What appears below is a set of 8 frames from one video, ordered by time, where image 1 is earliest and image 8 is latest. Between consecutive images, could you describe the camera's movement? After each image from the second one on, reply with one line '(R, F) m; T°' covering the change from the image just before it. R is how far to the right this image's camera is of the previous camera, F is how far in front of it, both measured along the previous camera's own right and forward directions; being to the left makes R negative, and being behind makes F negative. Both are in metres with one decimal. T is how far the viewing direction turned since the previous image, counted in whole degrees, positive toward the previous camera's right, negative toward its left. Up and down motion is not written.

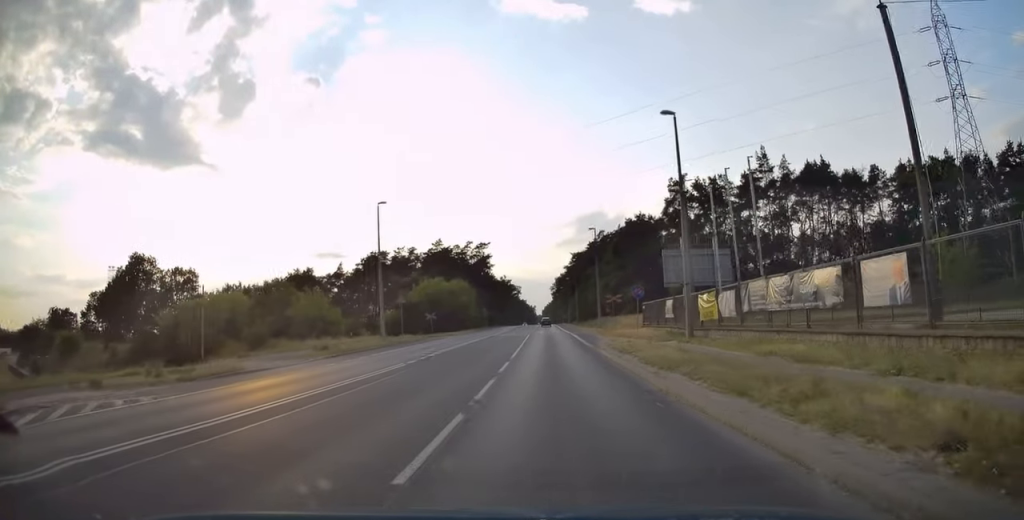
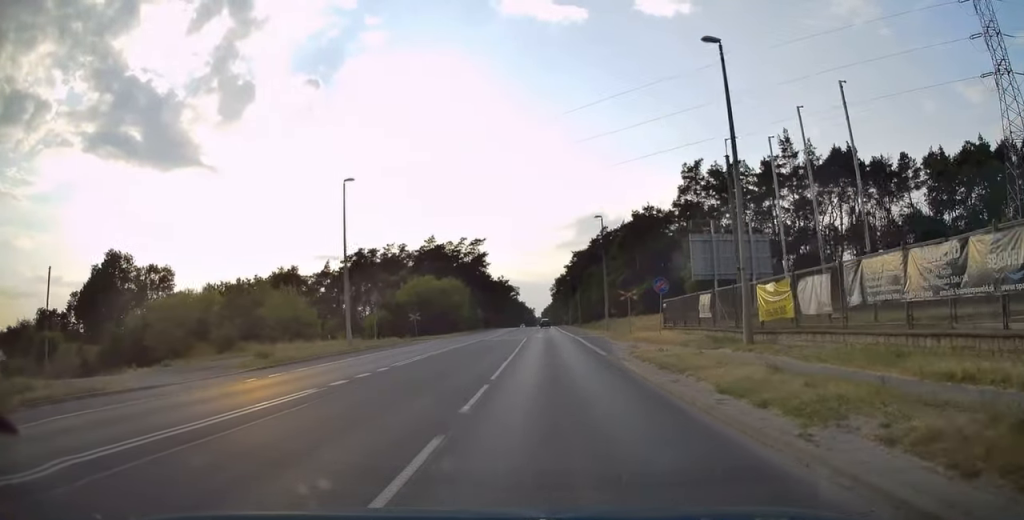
(0.0, +8.0) m; 0°
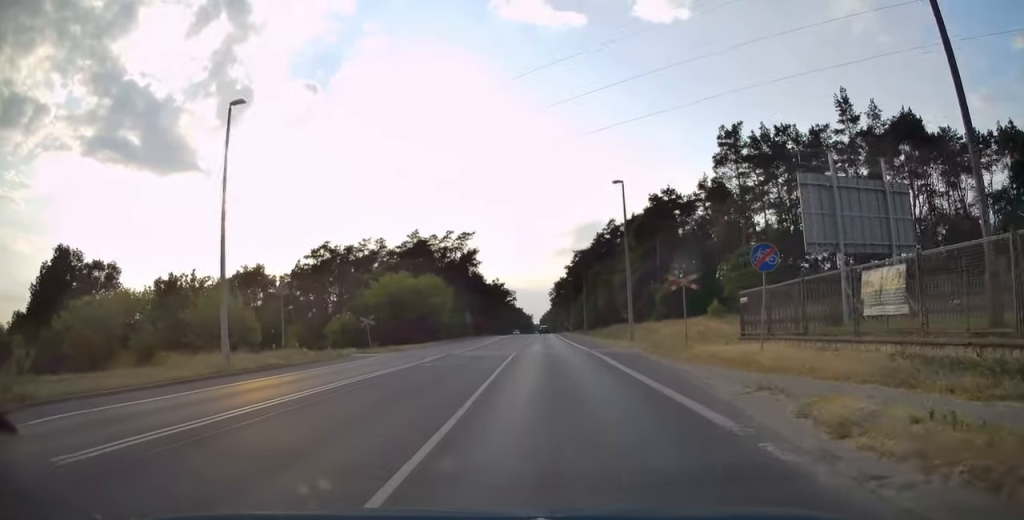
(0.0, +15.1) m; -1°
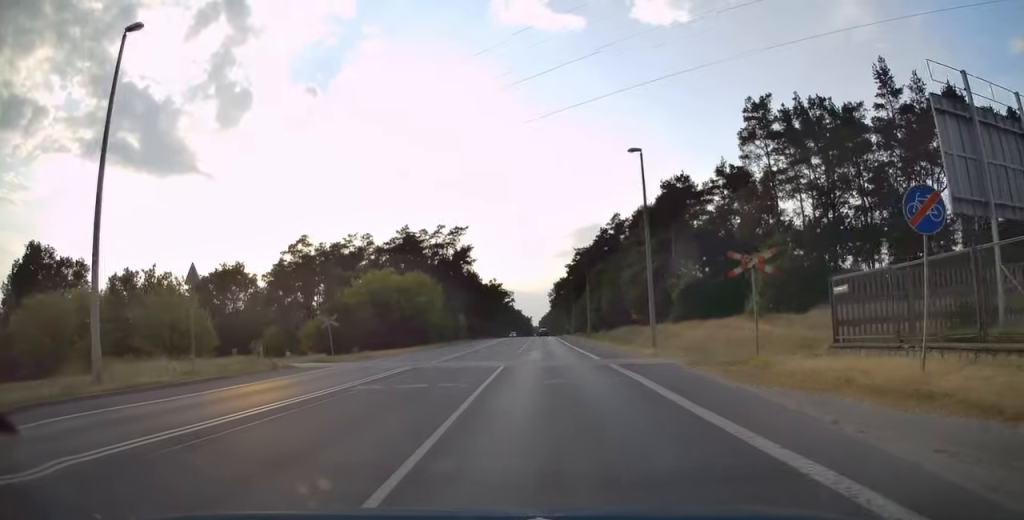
(-0.1, +7.6) m; 0°
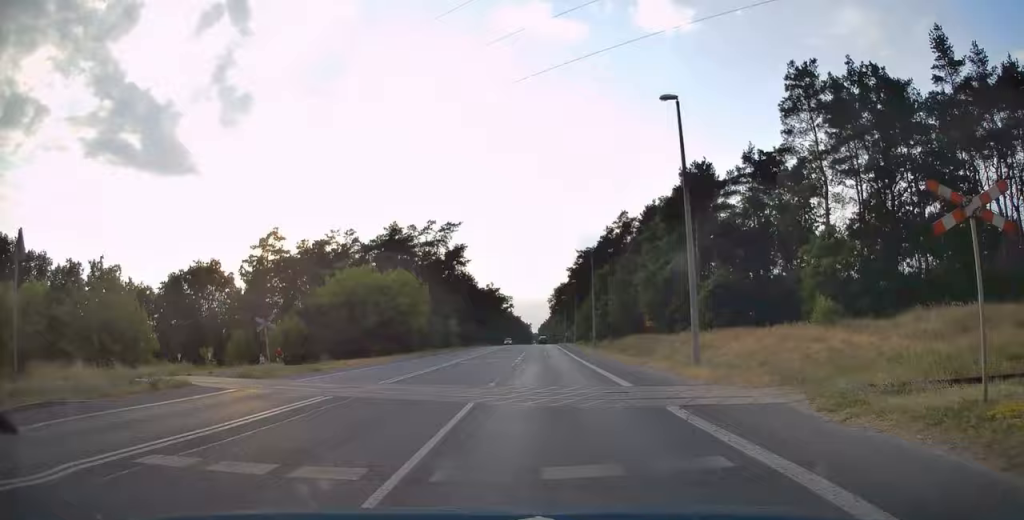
(-0.1, +8.4) m; 0°
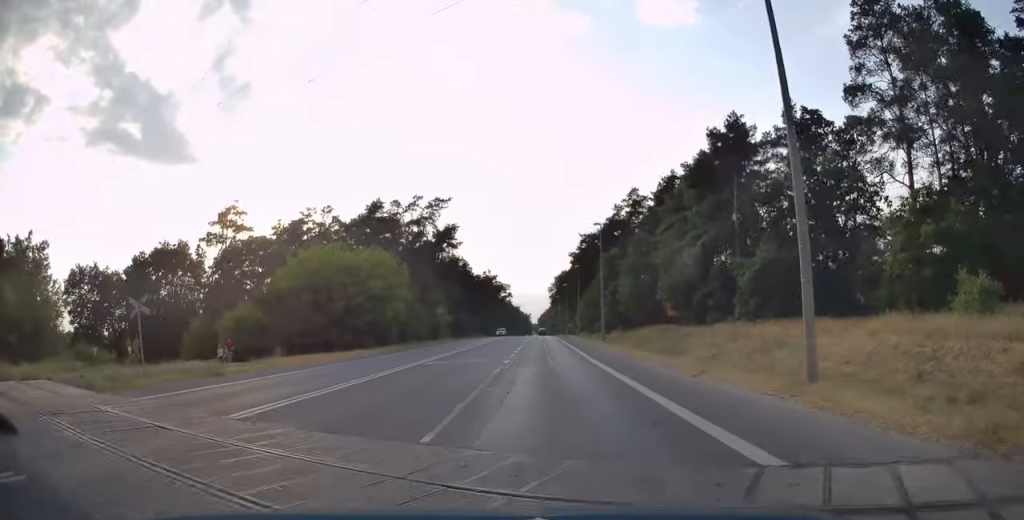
(+0.1, +9.5) m; 0°
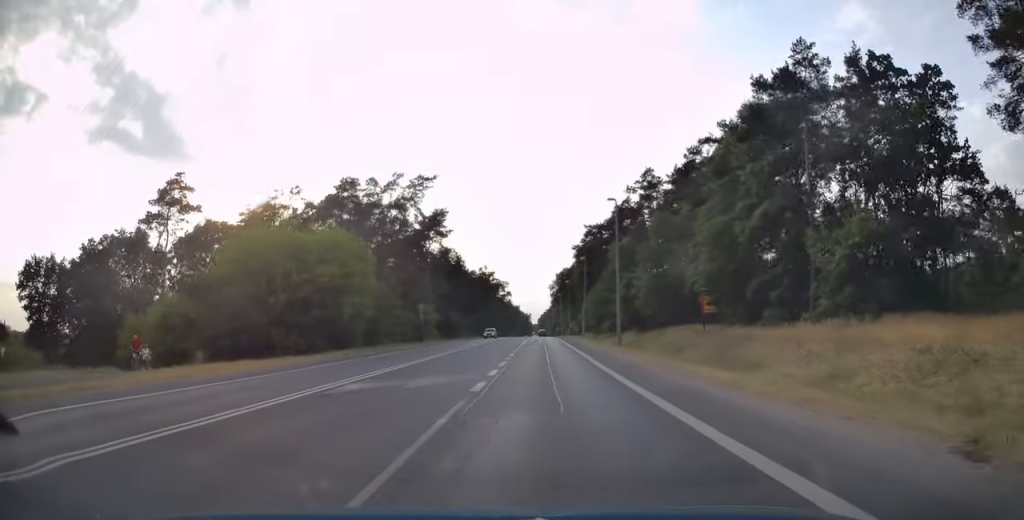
(+0.1, +10.5) m; 0°
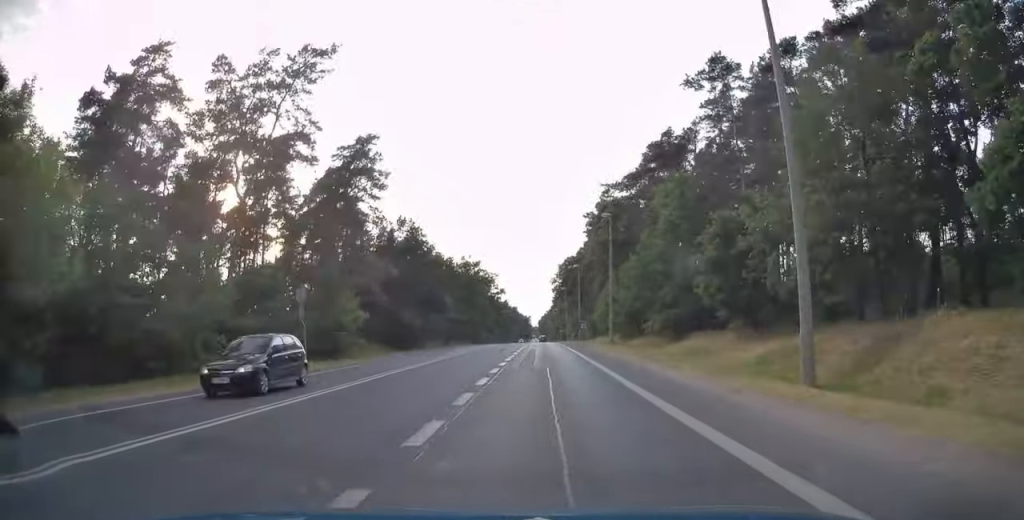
(0.0, +30.6) m; +1°
